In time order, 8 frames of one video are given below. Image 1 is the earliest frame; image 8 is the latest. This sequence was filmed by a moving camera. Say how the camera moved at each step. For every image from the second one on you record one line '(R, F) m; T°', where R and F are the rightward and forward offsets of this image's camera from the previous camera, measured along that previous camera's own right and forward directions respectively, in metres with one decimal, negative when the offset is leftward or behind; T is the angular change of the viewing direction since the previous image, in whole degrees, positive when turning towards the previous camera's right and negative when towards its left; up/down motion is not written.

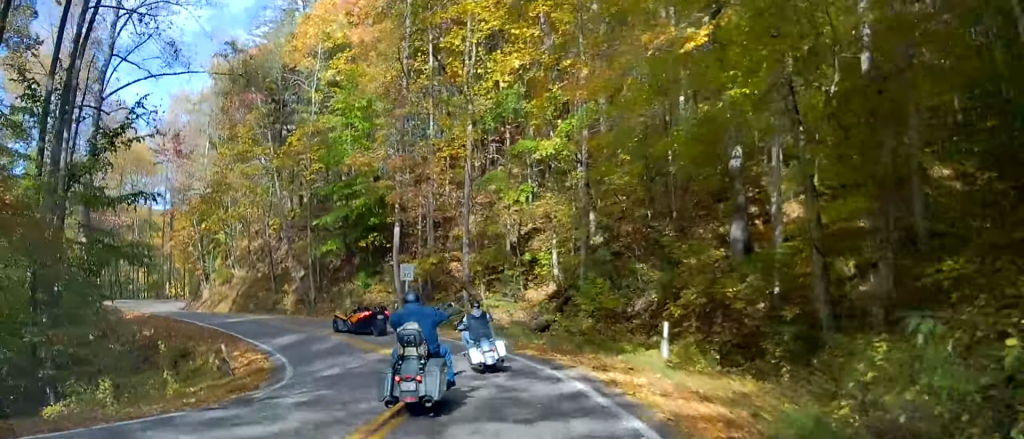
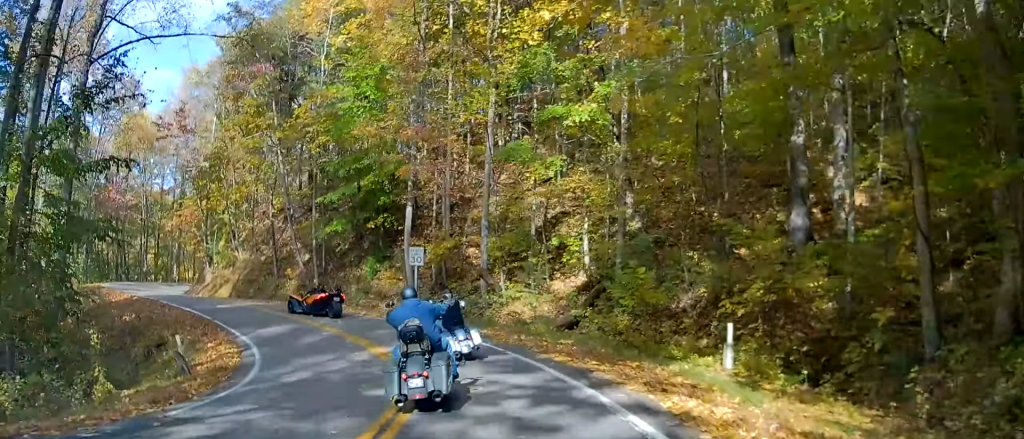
(+0.2, +4.0) m; -2°
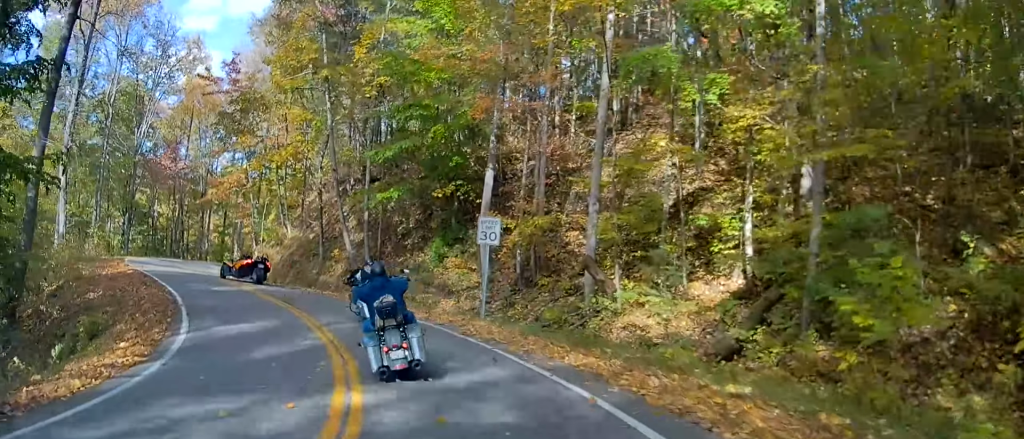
(-0.7, +9.3) m; -11°
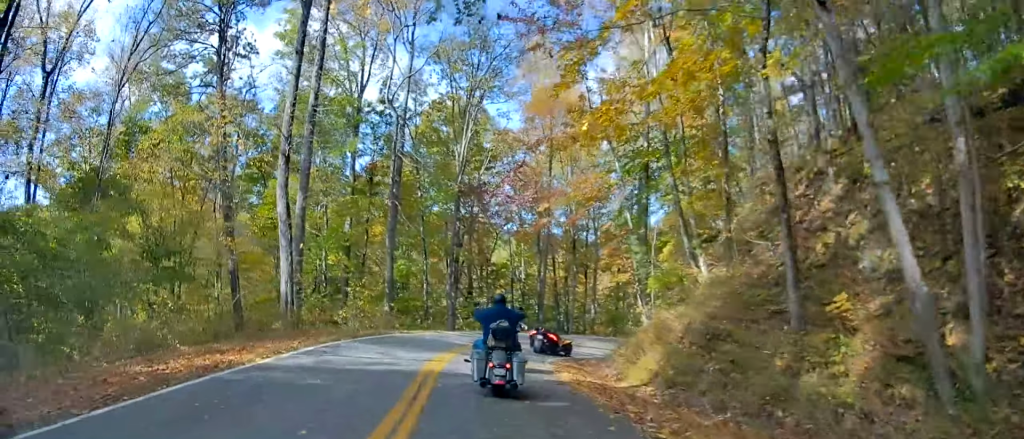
(-6.4, +19.0) m; -30°
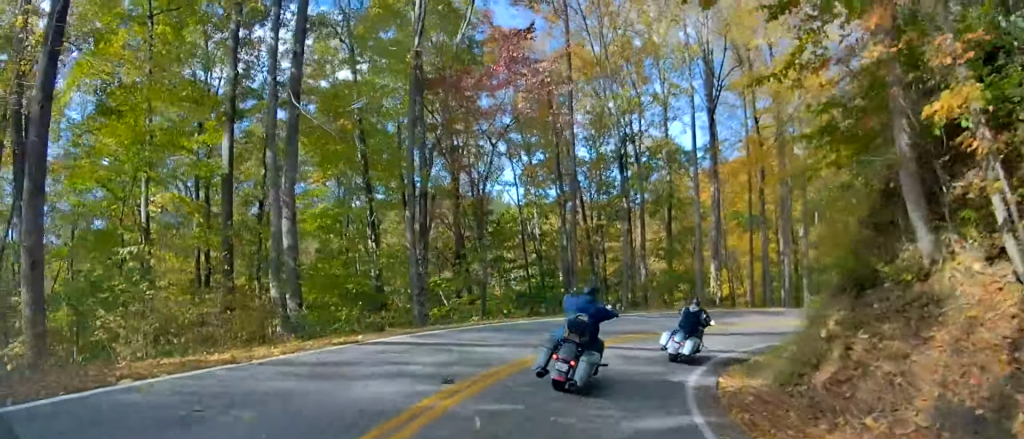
(-1.5, +18.3) m; -4°
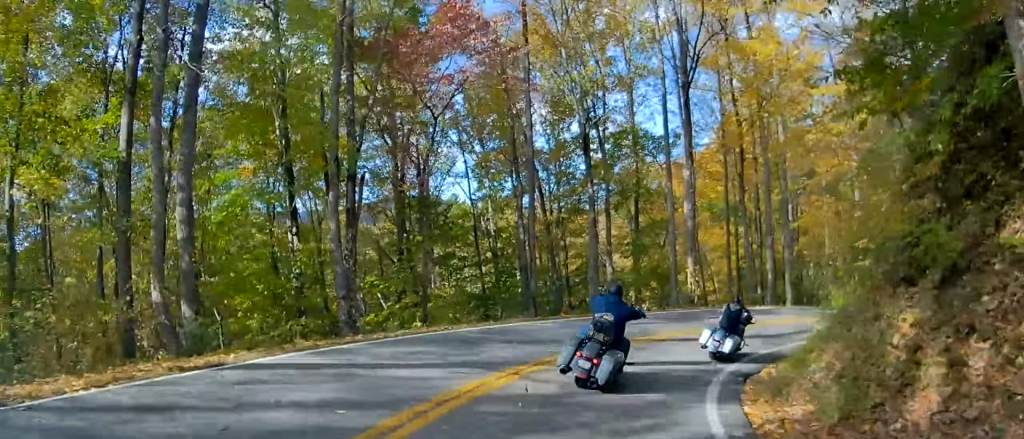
(-0.3, +4.2) m; +4°
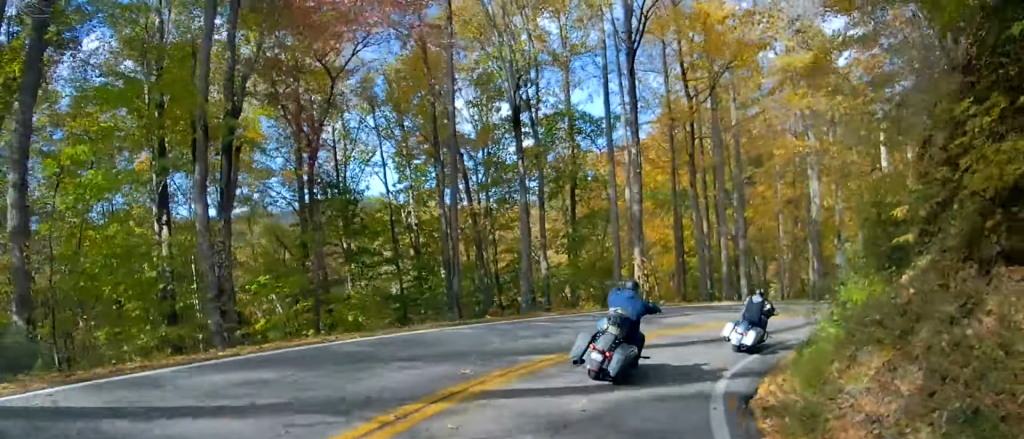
(+0.3, +4.2) m; +6°
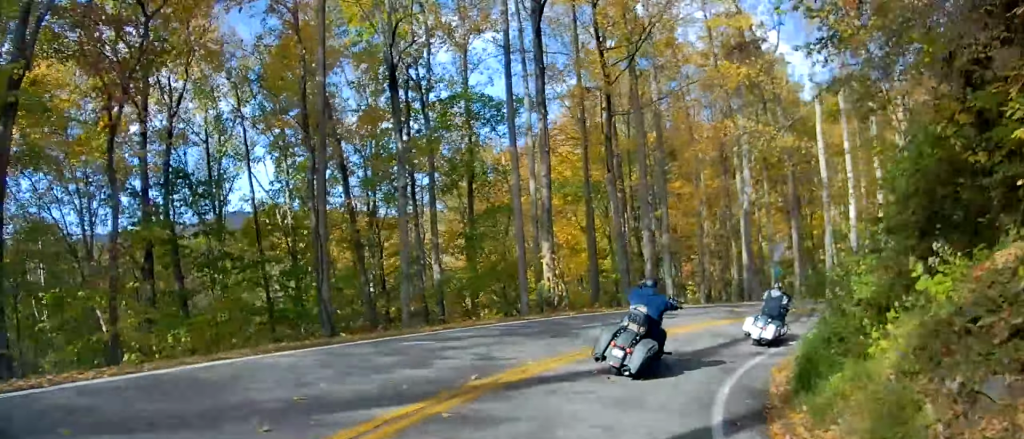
(+0.4, +5.1) m; +8°
